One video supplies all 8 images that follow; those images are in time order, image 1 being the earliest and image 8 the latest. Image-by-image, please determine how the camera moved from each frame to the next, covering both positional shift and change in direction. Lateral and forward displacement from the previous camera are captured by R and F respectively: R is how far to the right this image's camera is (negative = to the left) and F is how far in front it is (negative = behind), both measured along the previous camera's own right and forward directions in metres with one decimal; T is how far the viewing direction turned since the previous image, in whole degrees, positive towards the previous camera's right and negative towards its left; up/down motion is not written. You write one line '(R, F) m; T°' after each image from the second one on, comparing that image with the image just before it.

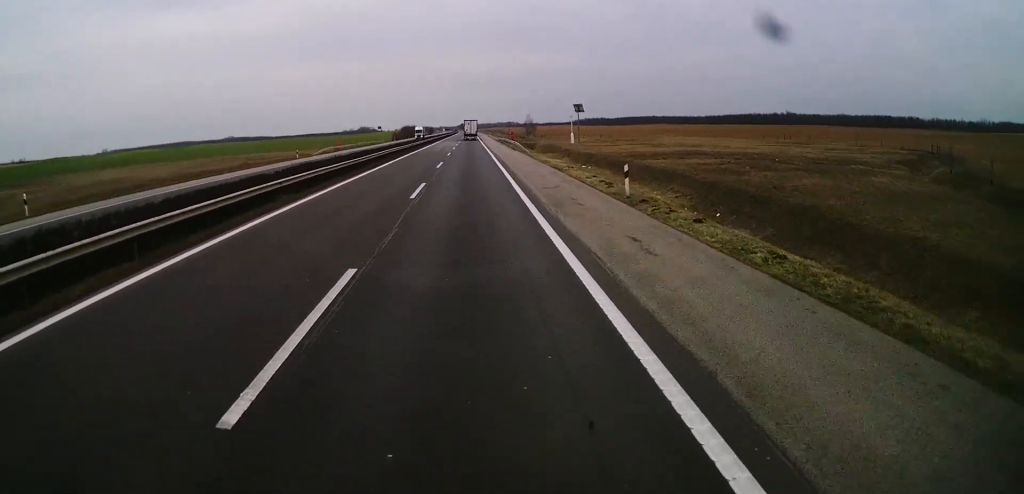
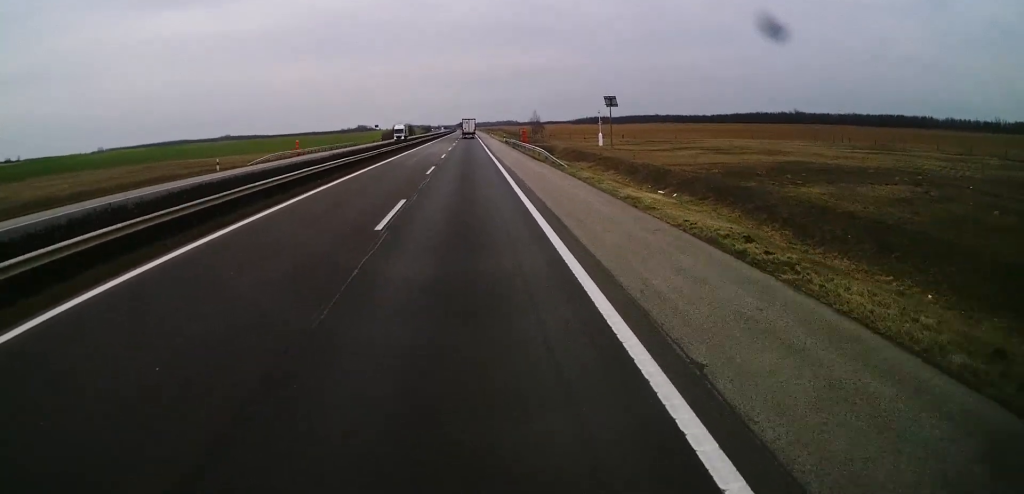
(0.0, +24.6) m; -1°
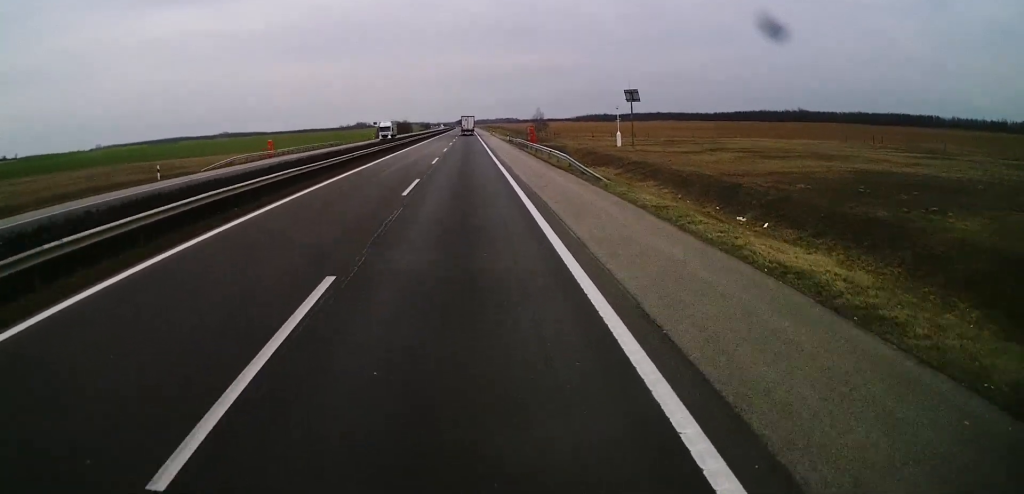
(-0.1, +10.7) m; 0°
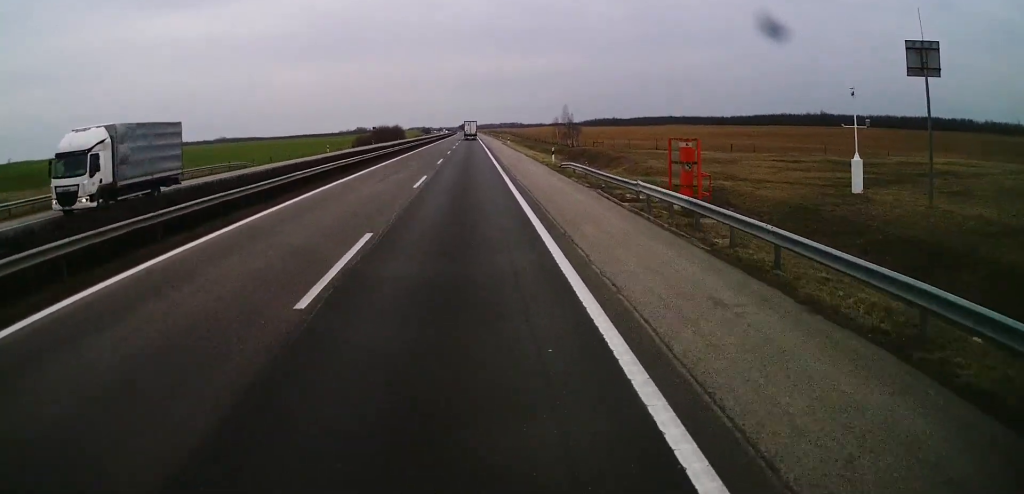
(+0.2, +46.8) m; 0°
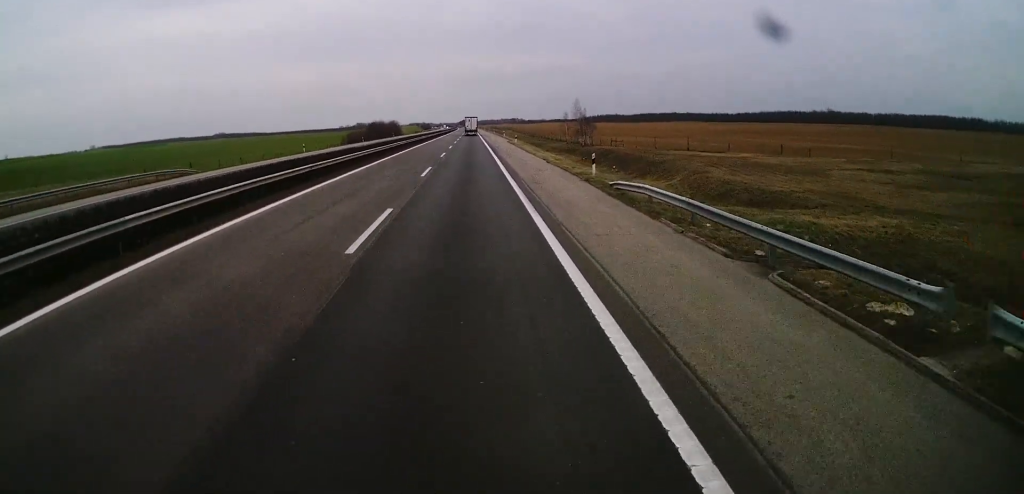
(+0.1, +13.8) m; 0°
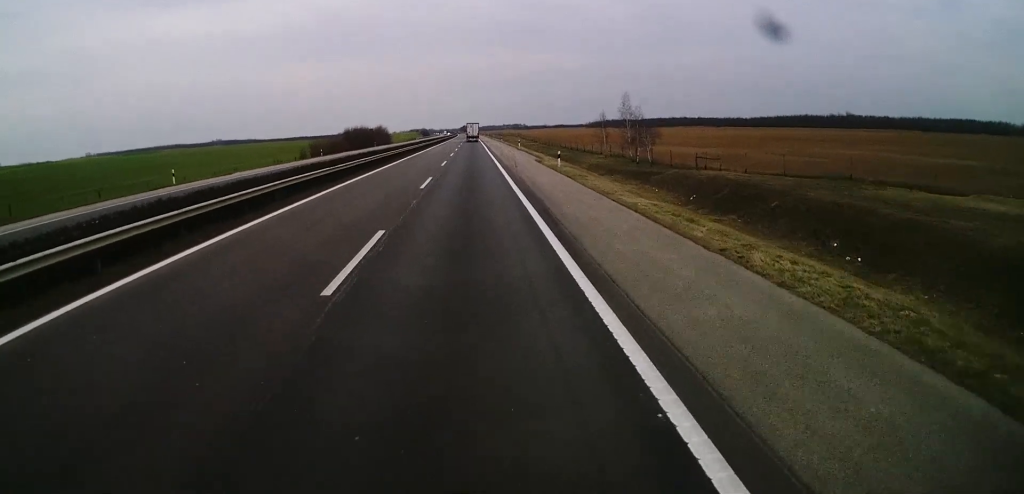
(+0.3, +36.7) m; +1°
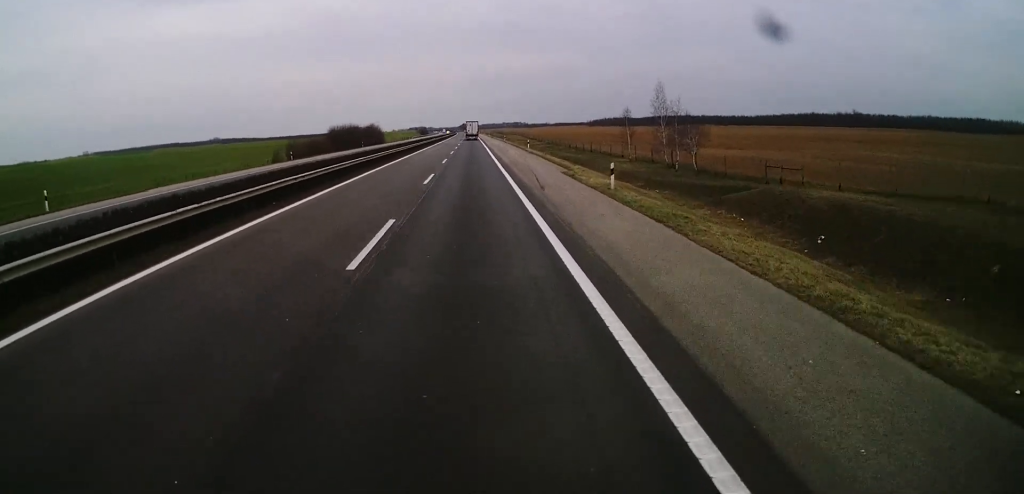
(+0.1, +15.4) m; 0°
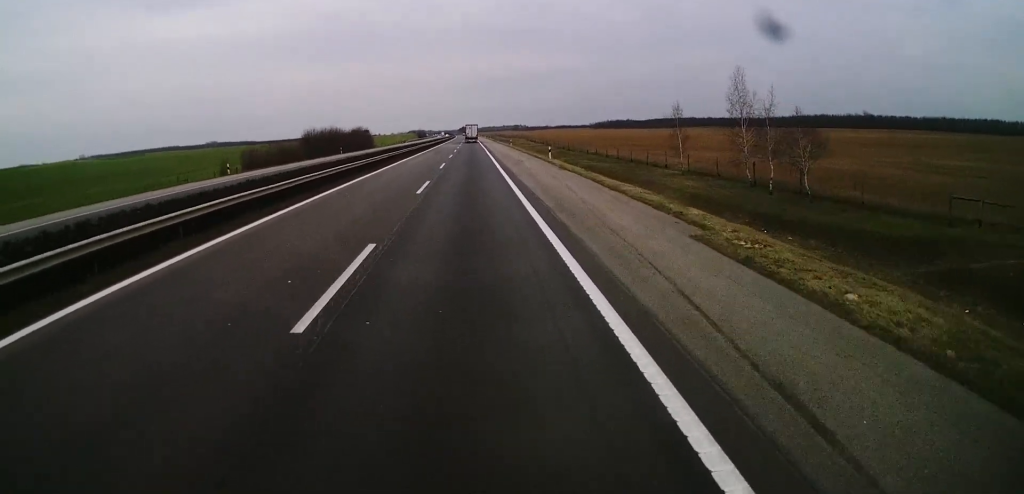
(-0.2, +20.8) m; -1°
